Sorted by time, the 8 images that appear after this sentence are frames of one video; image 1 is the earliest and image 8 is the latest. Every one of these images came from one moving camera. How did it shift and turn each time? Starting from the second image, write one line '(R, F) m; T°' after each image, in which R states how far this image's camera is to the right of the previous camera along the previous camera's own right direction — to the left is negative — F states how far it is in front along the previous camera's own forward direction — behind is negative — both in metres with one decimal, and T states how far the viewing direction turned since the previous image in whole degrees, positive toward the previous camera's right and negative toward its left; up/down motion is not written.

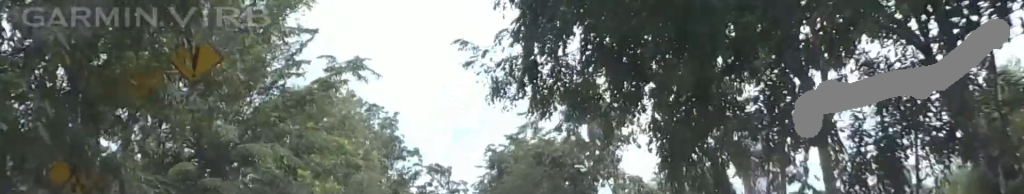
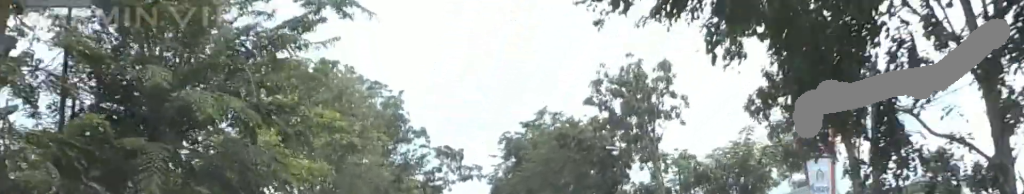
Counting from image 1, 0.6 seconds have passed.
(0.0, +7.5) m; +1°
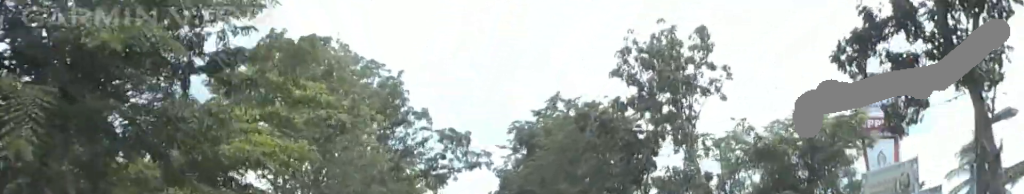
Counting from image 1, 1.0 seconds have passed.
(+0.1, +5.9) m; 0°
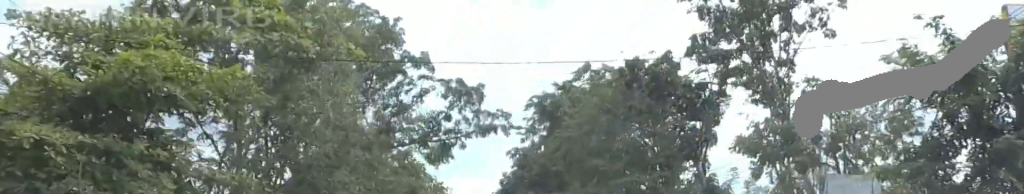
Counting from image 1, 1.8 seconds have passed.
(0.0, +10.2) m; +1°
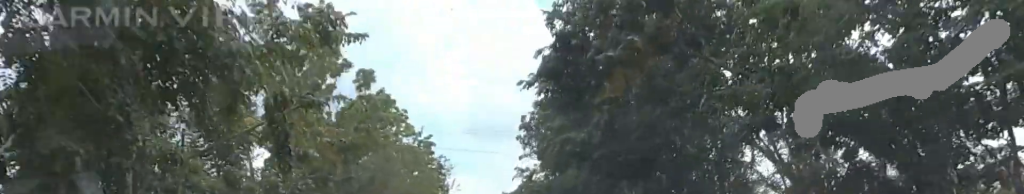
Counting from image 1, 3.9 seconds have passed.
(+1.6, +27.5) m; +1°
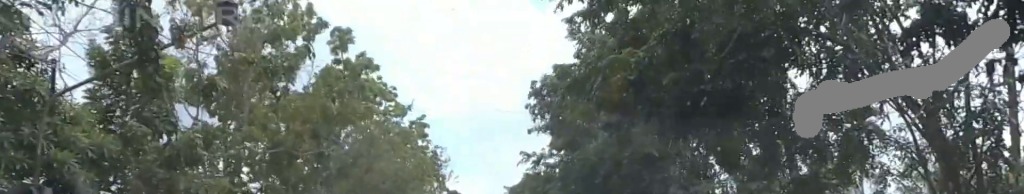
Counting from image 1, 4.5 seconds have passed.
(-0.5, +7.8) m; -4°
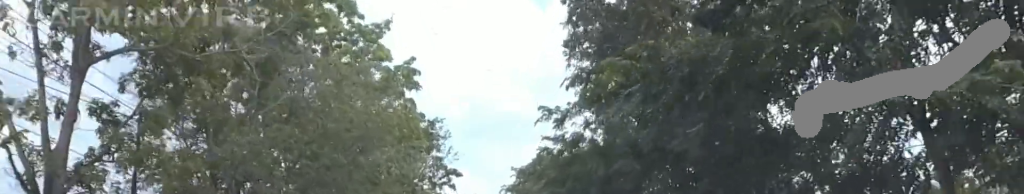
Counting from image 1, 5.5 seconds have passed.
(0.0, +13.3) m; +1°
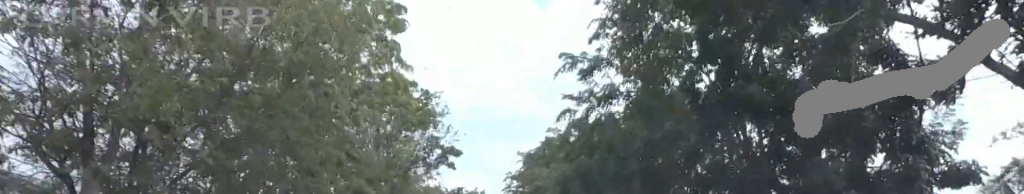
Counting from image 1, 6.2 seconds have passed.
(+0.2, +9.8) m; 0°
